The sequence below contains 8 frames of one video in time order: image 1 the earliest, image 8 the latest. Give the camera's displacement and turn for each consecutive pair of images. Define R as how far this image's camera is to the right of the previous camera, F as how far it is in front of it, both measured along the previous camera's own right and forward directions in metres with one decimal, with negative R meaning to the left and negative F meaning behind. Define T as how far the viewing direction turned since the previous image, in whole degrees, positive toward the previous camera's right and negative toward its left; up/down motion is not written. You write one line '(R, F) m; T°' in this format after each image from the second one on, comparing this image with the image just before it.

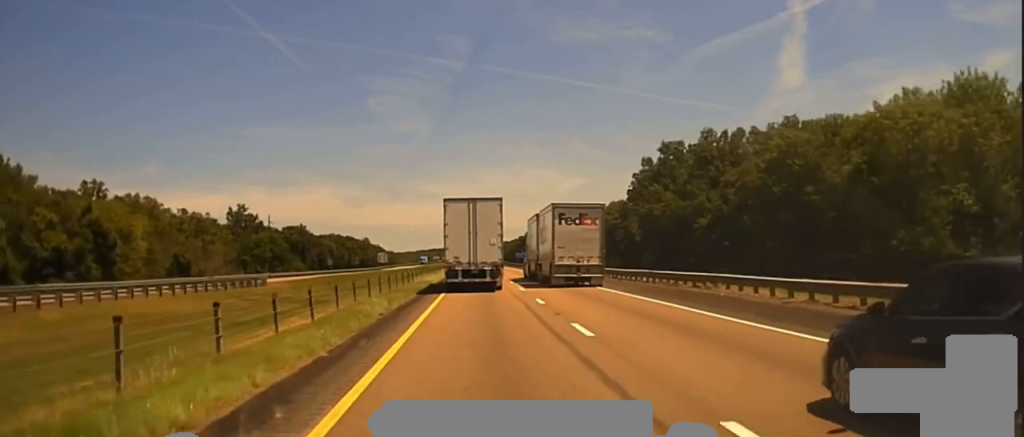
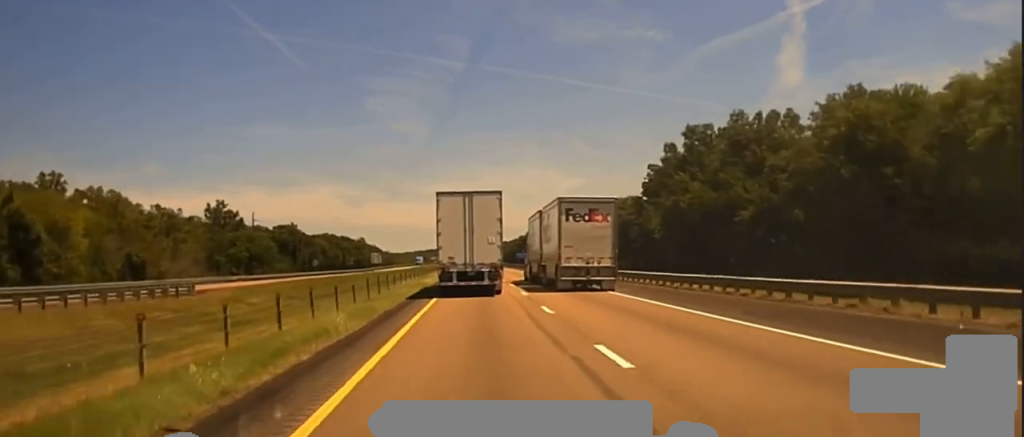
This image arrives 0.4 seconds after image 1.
(0.0, +16.5) m; 0°
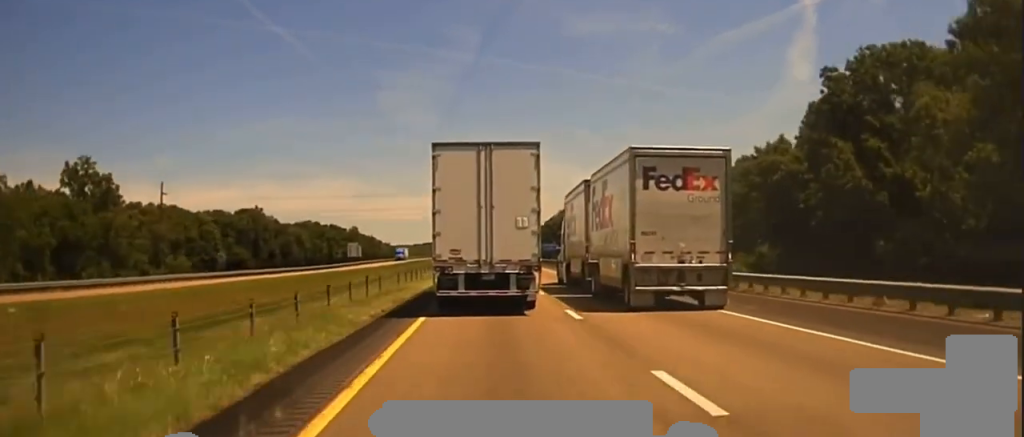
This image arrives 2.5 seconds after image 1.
(-0.9, +73.2) m; -2°
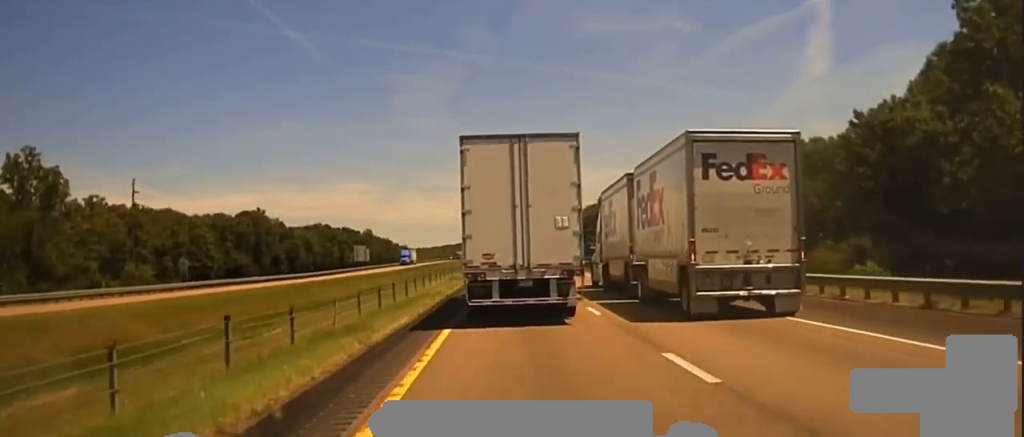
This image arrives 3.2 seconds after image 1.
(-0.1, +21.6) m; 0°
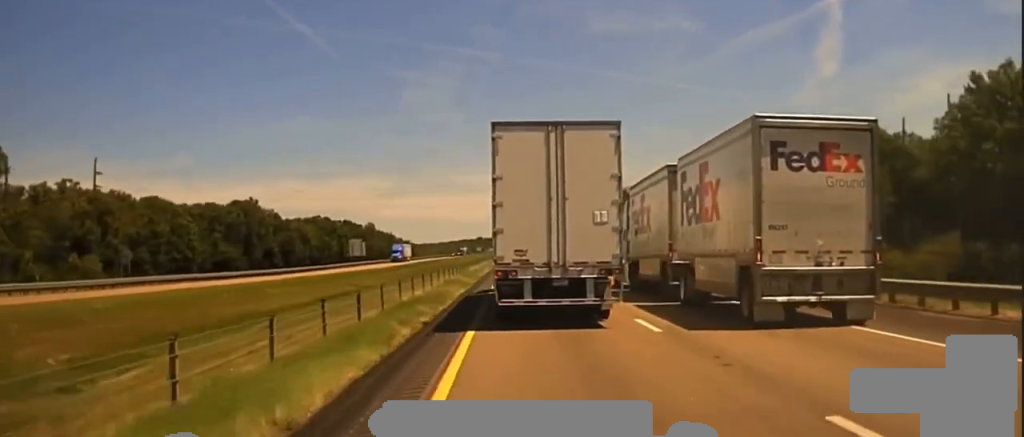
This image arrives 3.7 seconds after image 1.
(0.0, +16.0) m; 0°
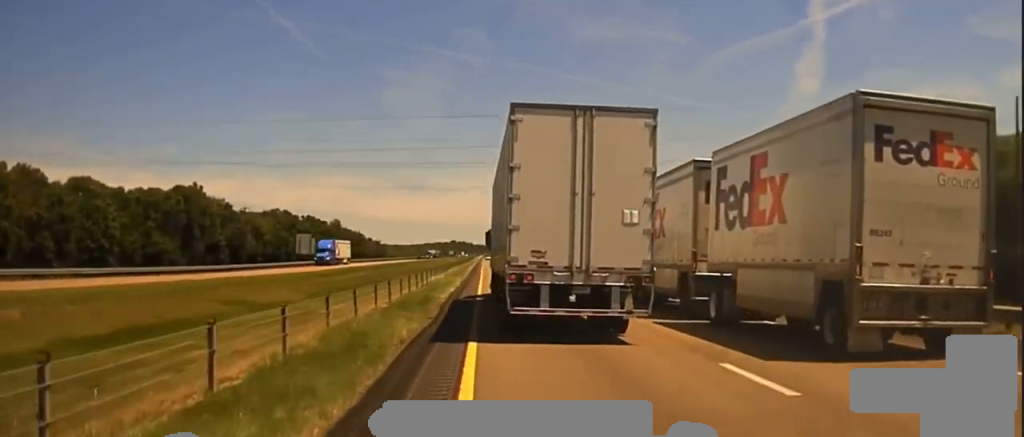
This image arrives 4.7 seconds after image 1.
(+0.2, +27.8) m; +1°
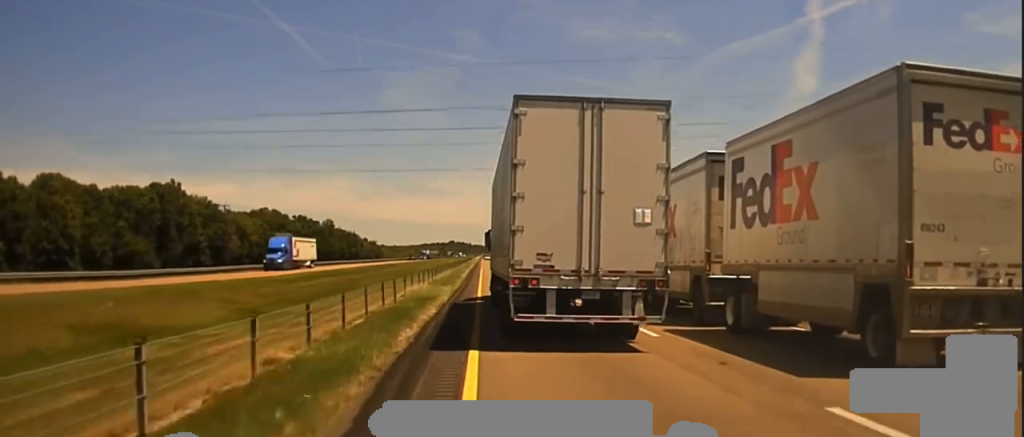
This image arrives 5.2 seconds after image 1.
(+0.2, +13.8) m; +1°
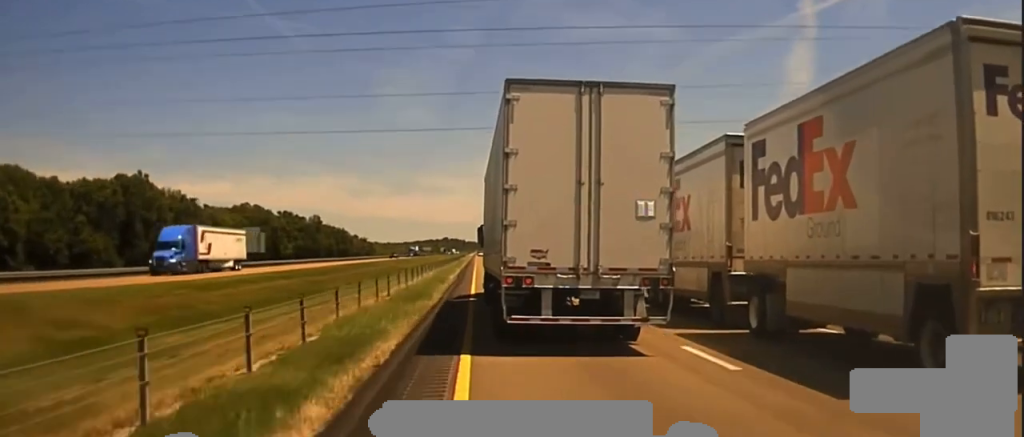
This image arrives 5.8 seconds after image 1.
(0.0, +15.7) m; 0°
